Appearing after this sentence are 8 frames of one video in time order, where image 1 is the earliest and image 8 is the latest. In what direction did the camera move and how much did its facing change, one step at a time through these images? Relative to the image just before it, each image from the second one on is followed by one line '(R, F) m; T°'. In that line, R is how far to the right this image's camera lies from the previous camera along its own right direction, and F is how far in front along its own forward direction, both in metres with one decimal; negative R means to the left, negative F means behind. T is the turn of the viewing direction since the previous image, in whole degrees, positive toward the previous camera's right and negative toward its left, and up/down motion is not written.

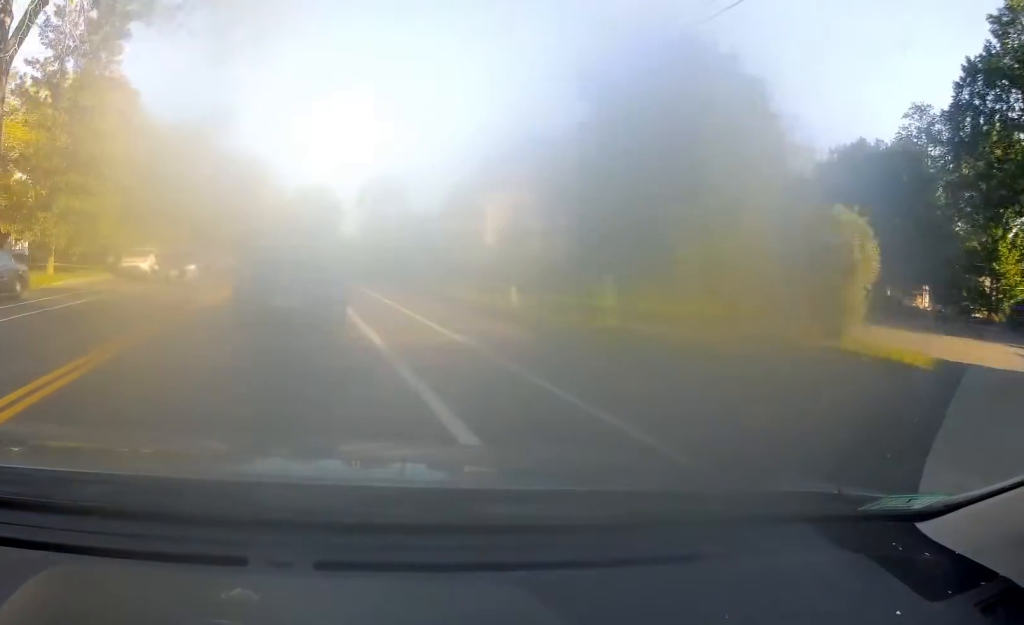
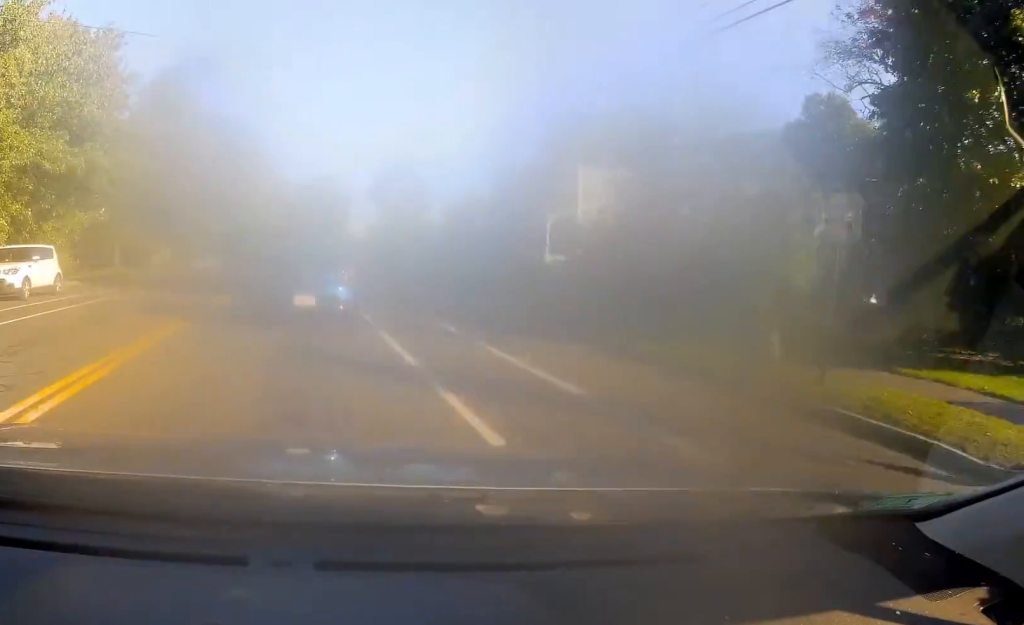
(+0.3, +17.4) m; 0°
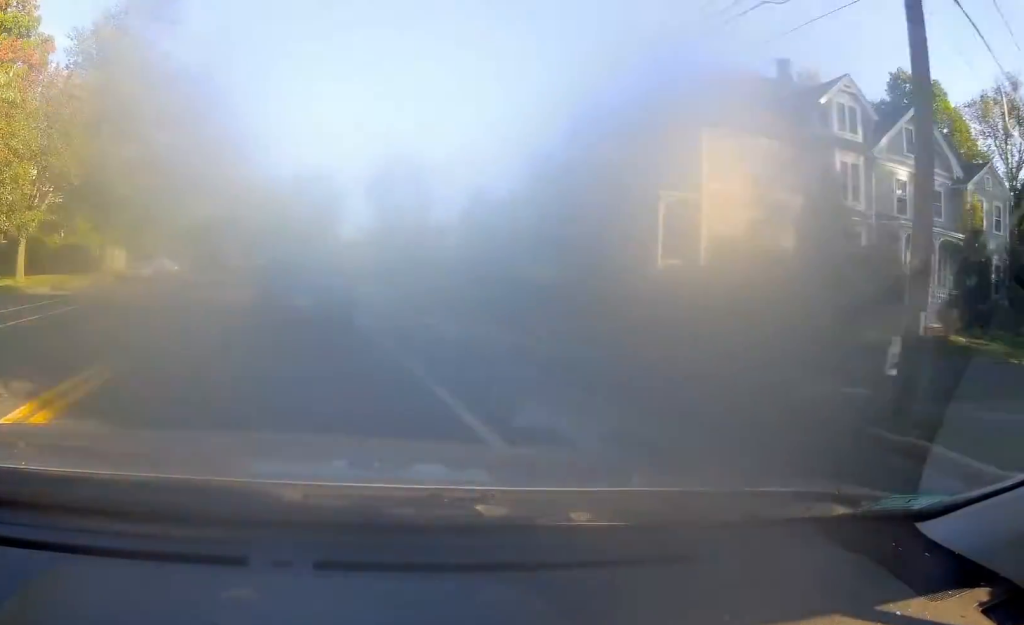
(-0.1, +13.5) m; +1°
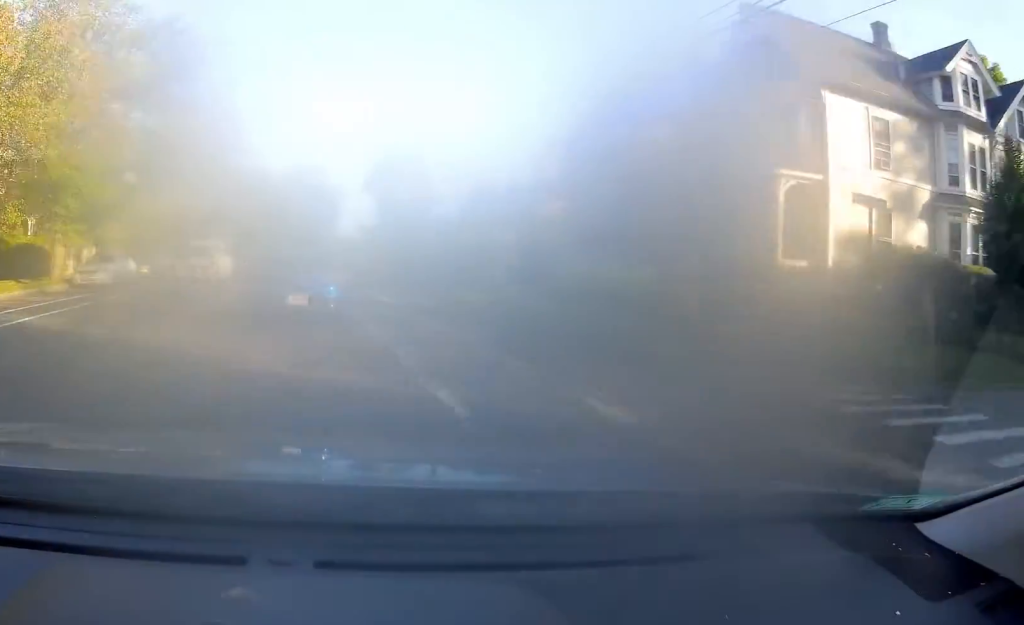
(+0.1, +7.8) m; +1°
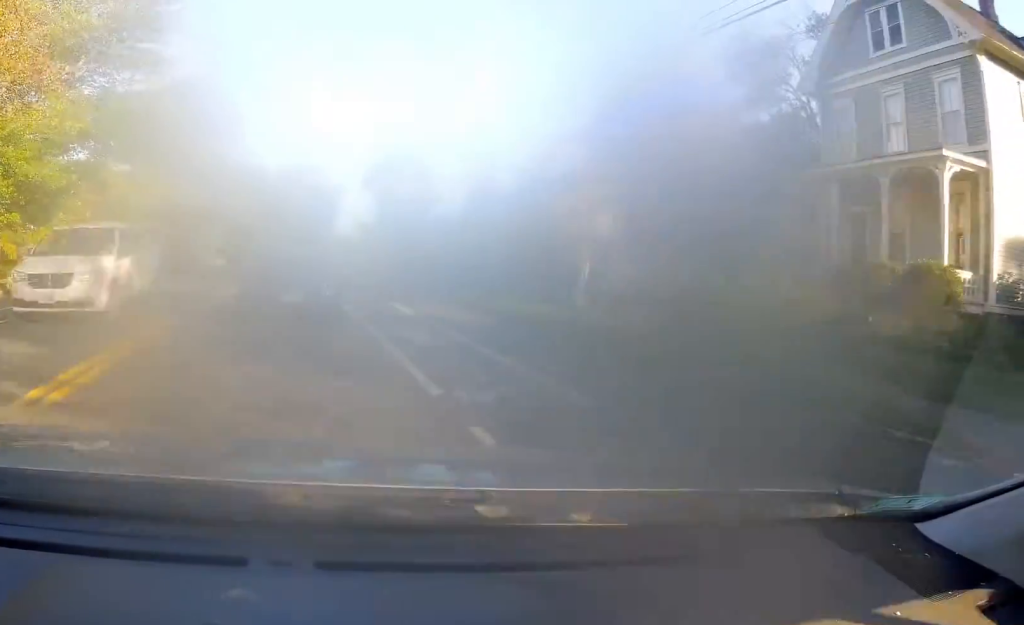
(+0.1, +6.2) m; -1°
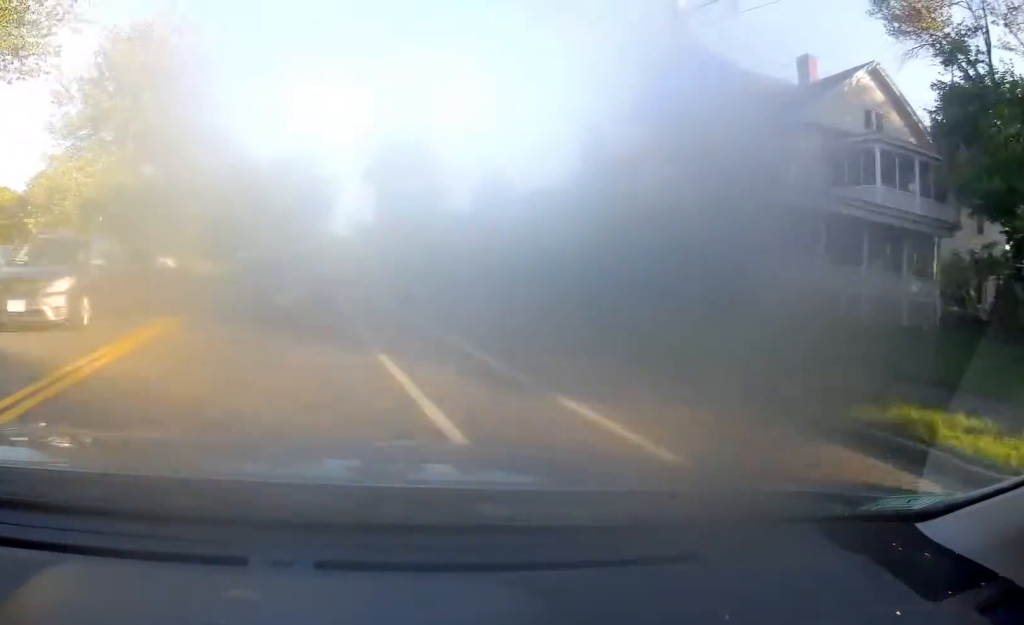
(-0.4, +13.1) m; 0°
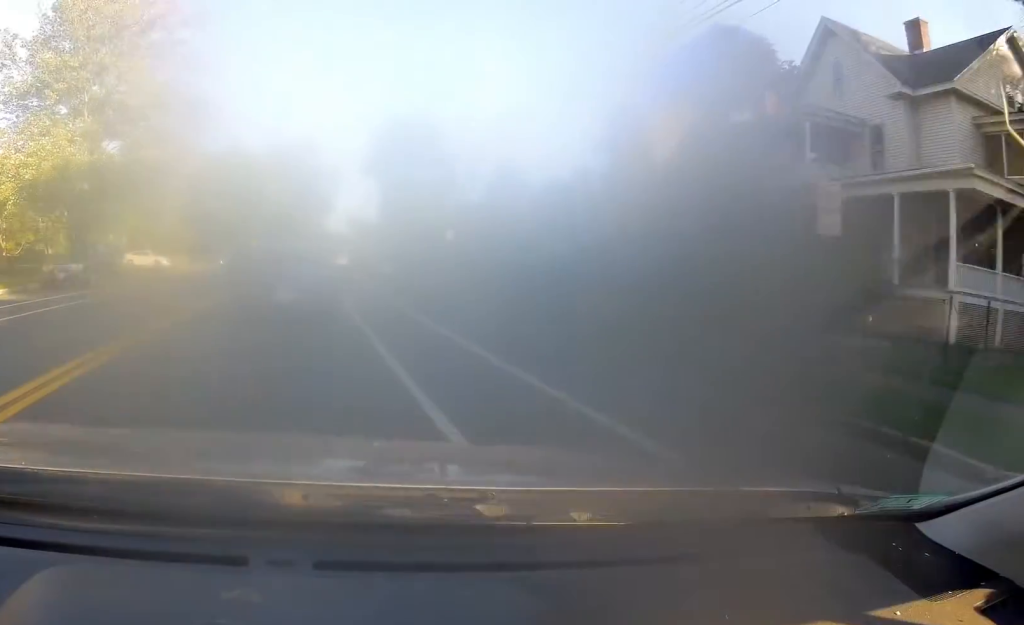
(+0.1, +8.6) m; +1°
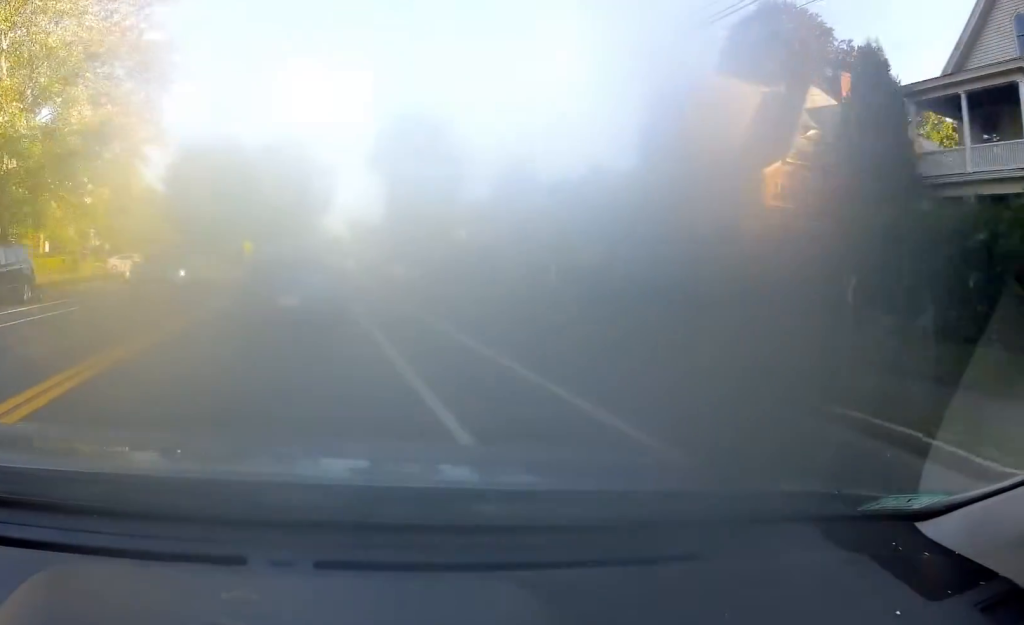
(+0.4, +8.7) m; +1°
